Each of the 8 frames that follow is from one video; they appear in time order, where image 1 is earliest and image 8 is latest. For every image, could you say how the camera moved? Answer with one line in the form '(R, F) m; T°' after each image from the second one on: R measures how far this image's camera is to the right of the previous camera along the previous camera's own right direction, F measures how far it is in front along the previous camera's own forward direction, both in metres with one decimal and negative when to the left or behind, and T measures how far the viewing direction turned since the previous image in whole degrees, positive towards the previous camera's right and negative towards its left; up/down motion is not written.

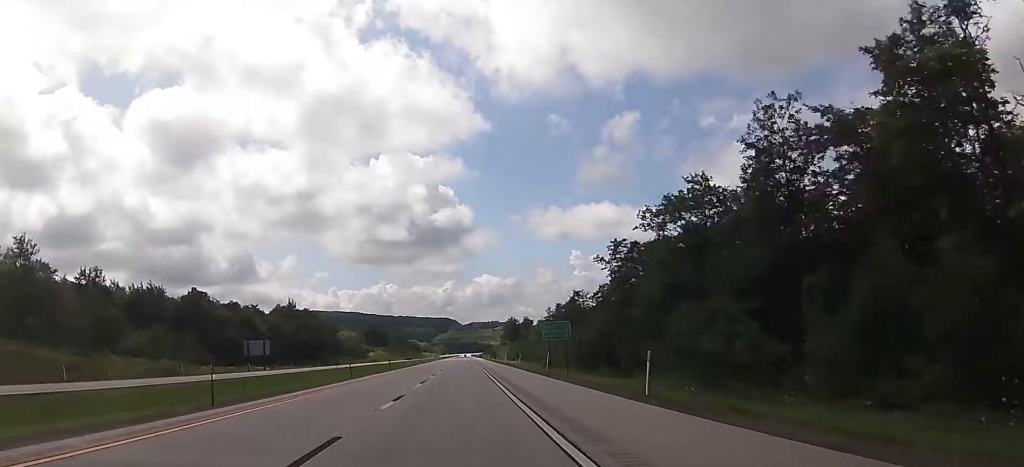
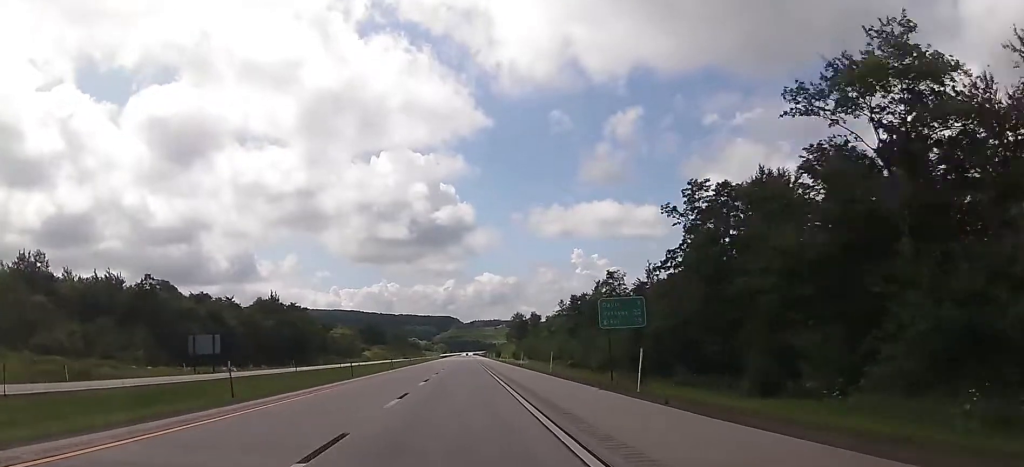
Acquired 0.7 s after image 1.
(+0.1, +24.1) m; 0°
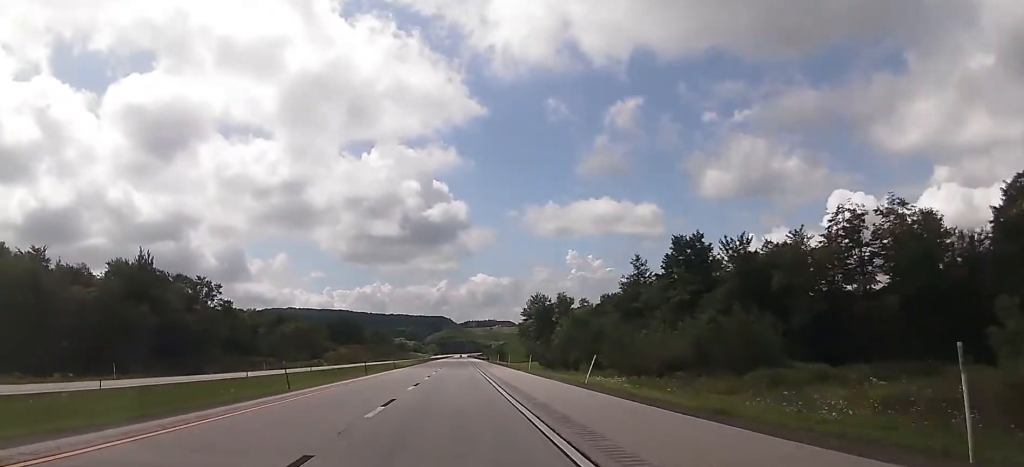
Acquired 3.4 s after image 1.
(-0.8, +87.9) m; -1°
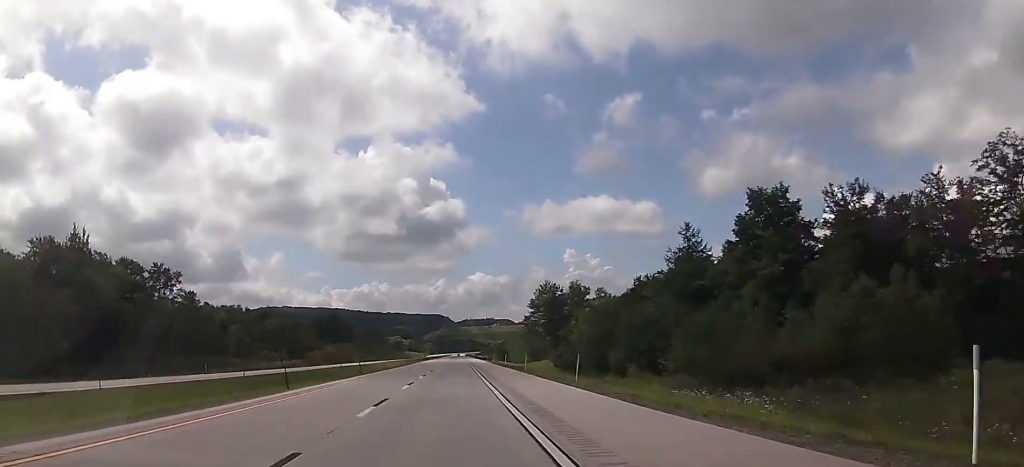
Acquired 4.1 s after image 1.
(+0.4, +24.2) m; +1°
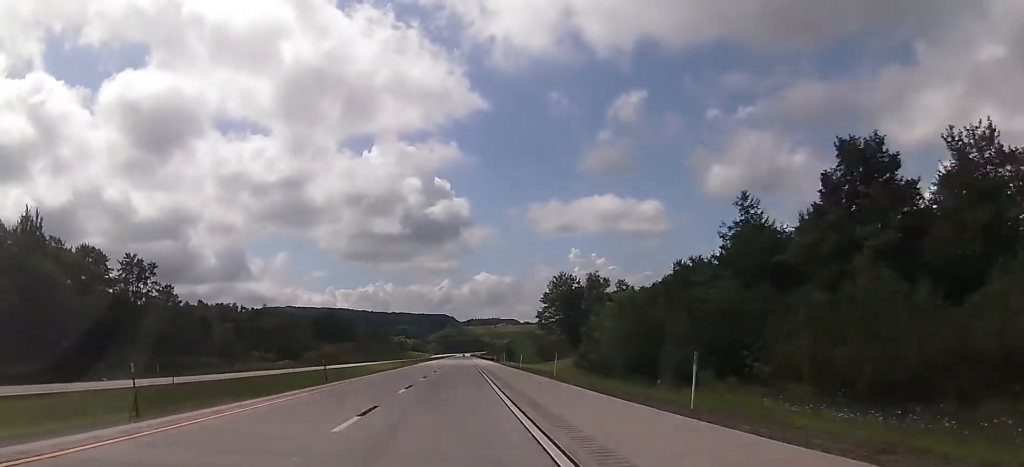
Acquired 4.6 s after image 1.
(0.0, +15.4) m; 0°
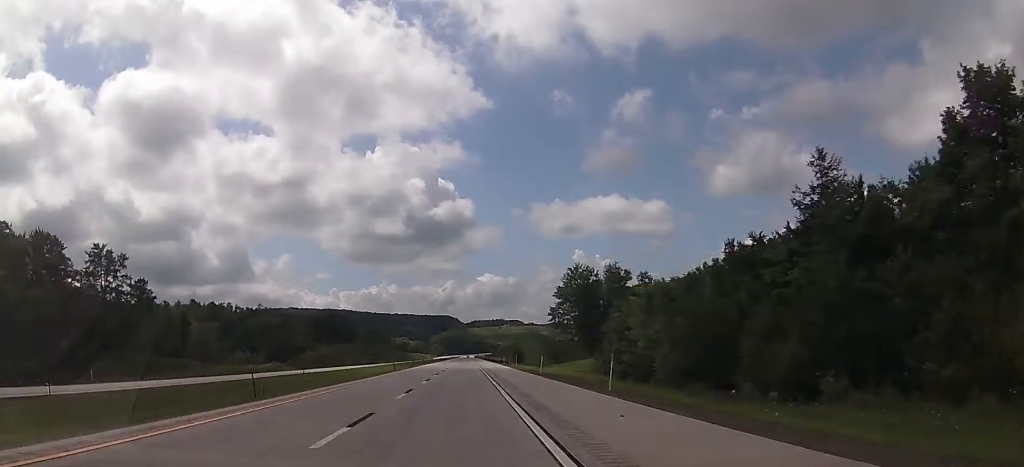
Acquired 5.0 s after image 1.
(+0.1, +14.2) m; -1°
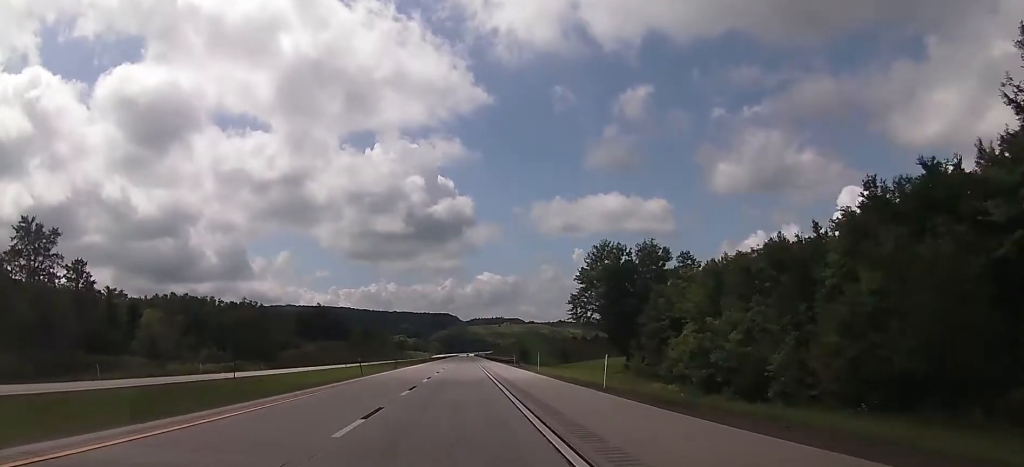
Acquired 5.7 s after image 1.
(-0.2, +23.0) m; 0°
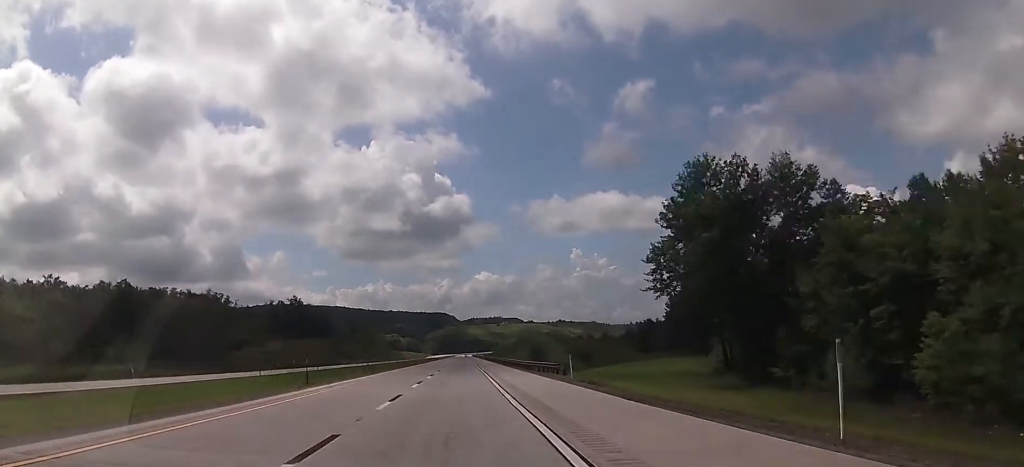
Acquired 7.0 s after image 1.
(+0.2, +41.6) m; +1°
